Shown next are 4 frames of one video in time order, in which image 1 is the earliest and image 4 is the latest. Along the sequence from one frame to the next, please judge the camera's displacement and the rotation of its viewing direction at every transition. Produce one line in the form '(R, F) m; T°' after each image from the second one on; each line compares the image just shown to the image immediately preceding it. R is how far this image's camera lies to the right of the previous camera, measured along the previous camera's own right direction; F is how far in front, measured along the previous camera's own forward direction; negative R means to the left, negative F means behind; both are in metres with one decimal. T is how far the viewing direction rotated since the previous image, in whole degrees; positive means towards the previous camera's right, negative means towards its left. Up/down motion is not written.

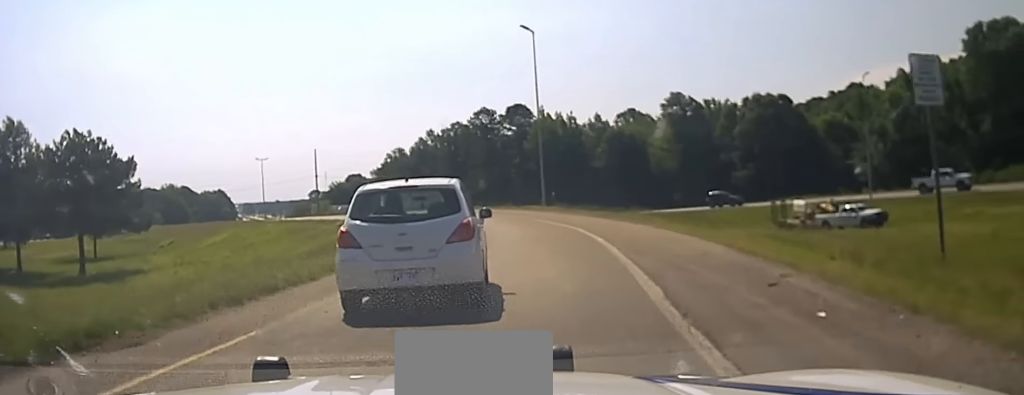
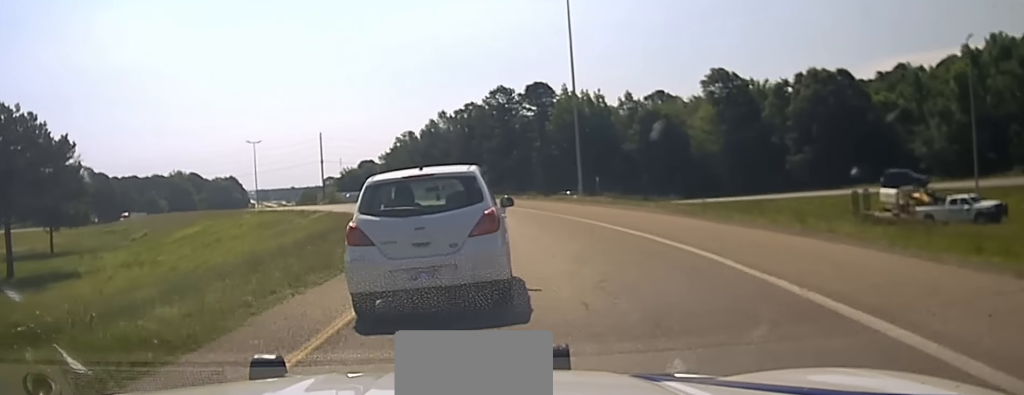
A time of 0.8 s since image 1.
(+1.1, +14.3) m; +4°
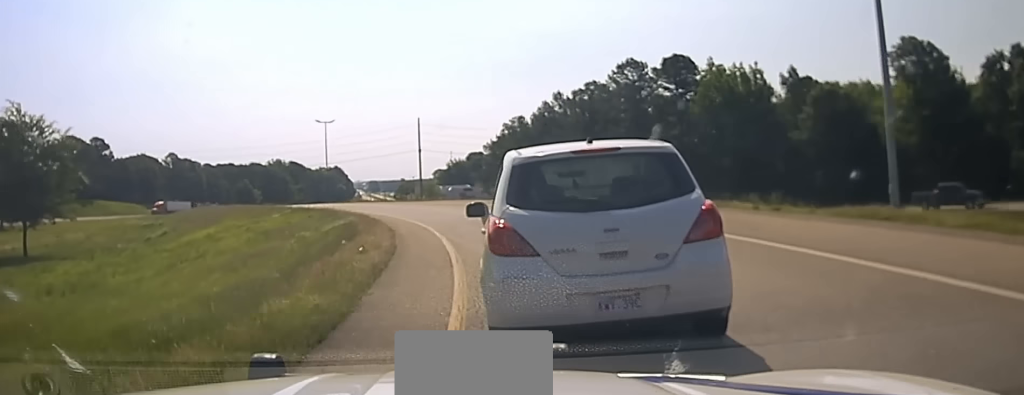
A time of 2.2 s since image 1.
(-0.4, +26.3) m; -5°
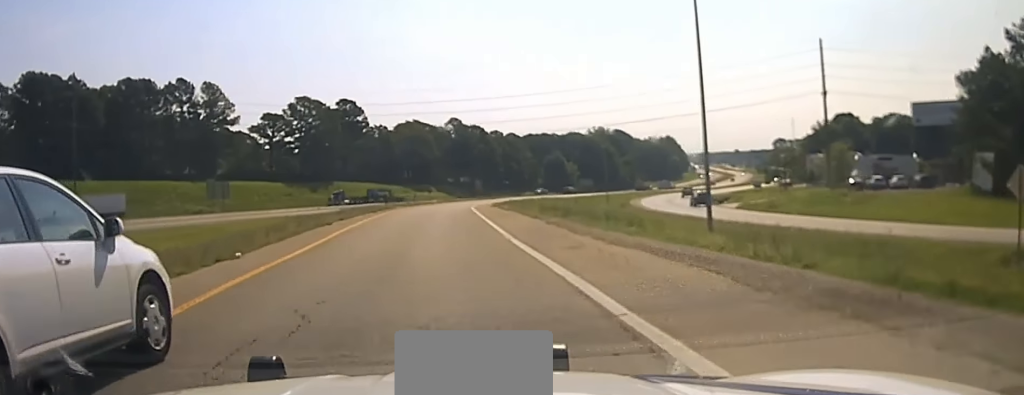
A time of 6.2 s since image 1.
(-18.5, +78.6) m; -21°
